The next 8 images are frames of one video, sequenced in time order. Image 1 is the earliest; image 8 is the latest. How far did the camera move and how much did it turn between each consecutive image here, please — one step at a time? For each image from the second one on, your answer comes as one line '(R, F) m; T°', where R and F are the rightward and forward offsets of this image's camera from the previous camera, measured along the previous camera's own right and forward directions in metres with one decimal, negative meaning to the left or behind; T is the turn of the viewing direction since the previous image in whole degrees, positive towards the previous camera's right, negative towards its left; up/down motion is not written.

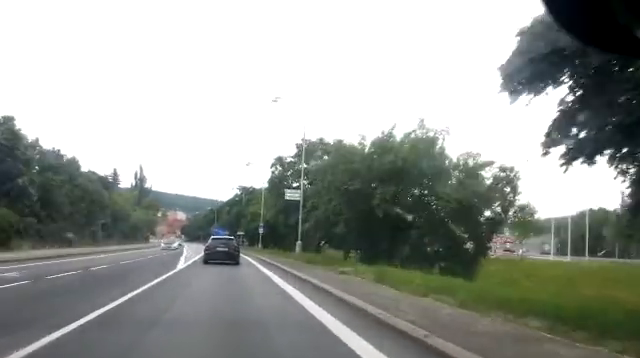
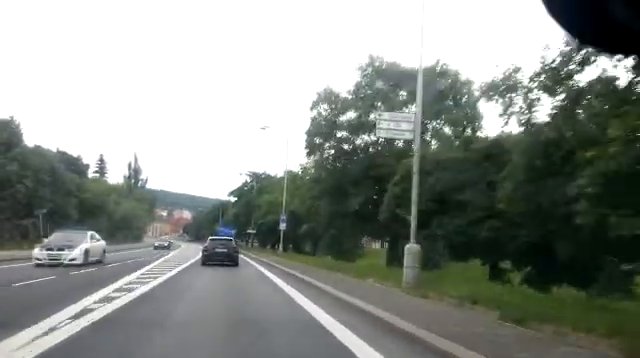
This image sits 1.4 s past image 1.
(-0.3, +19.7) m; -1°
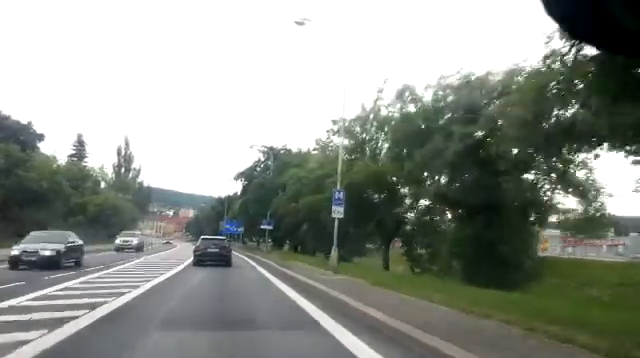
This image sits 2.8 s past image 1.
(+0.1, +20.1) m; 0°
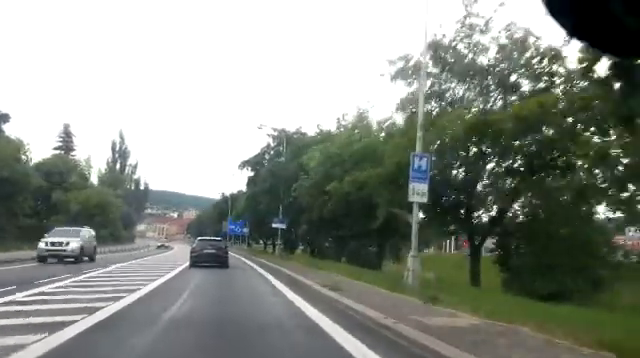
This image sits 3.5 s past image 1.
(-0.2, +9.3) m; 0°
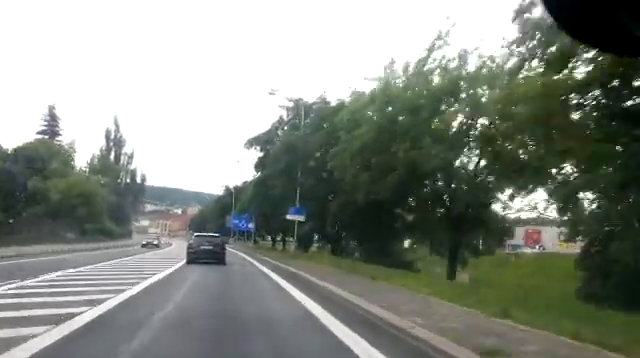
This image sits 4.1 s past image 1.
(-0.1, +8.9) m; 0°
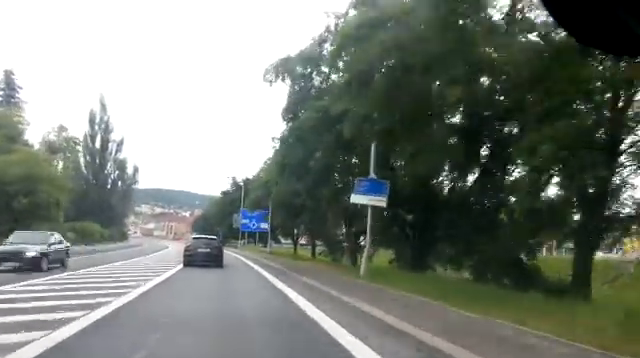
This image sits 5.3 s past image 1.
(0.0, +16.7) m; -2°
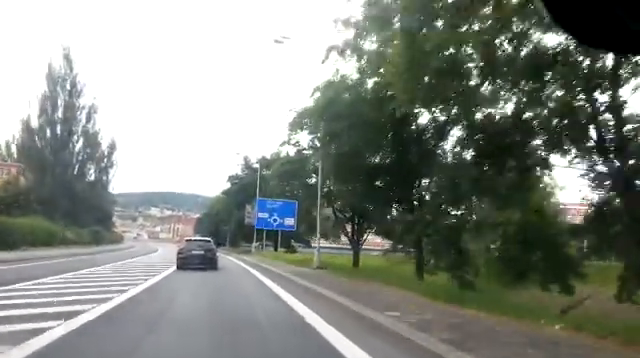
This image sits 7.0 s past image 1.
(-0.2, +22.8) m; +1°
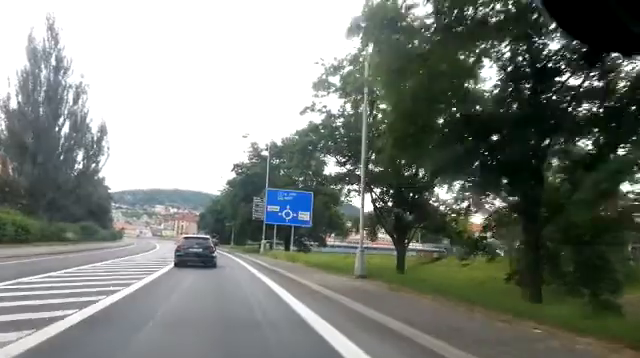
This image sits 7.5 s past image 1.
(+0.1, +7.1) m; -1°
